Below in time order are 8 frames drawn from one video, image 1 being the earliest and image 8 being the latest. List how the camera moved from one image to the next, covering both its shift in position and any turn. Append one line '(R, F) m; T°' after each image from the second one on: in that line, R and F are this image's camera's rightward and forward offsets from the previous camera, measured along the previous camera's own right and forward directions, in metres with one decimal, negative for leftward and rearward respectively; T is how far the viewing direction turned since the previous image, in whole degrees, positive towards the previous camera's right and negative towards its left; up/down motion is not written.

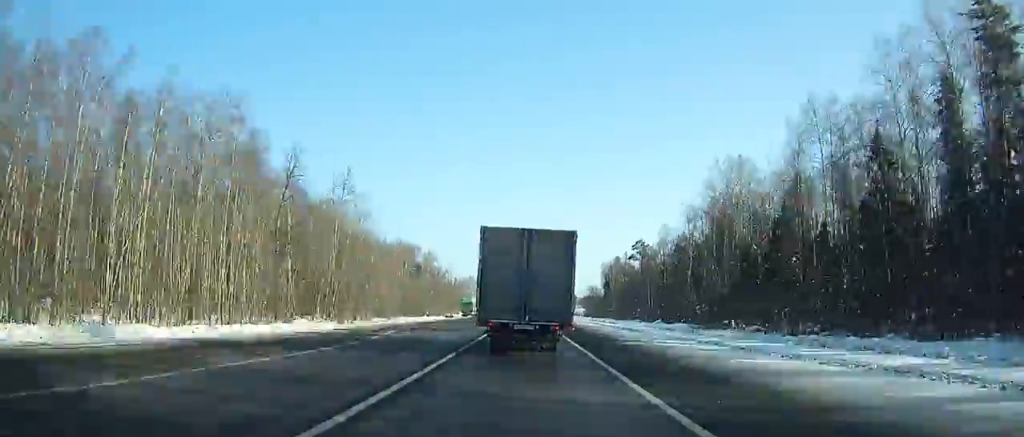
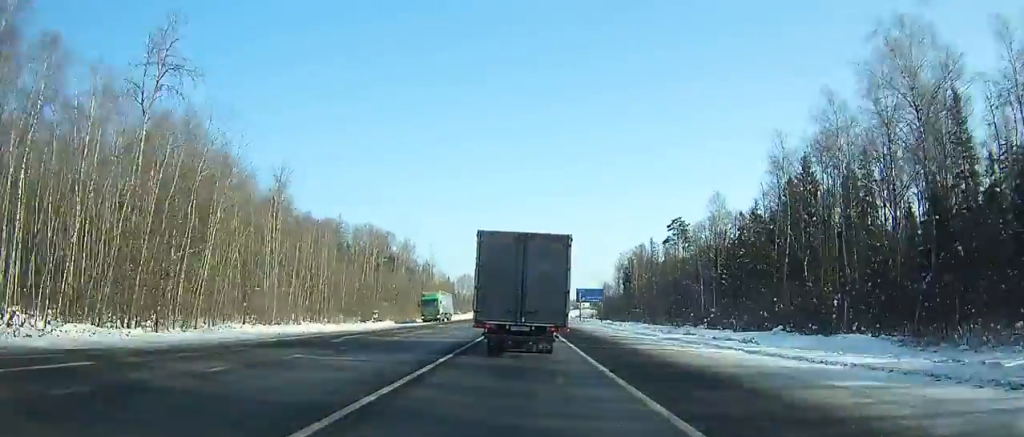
(-0.1, +46.4) m; 0°
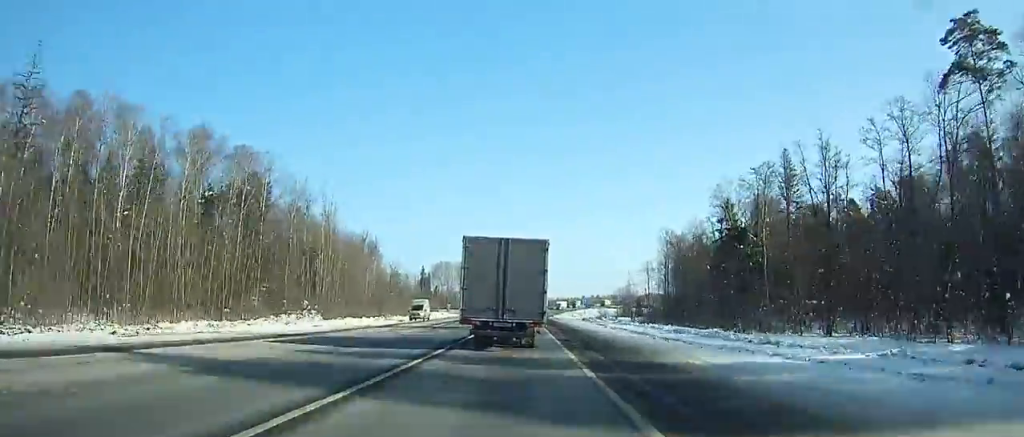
(+0.5, +99.4) m; 0°
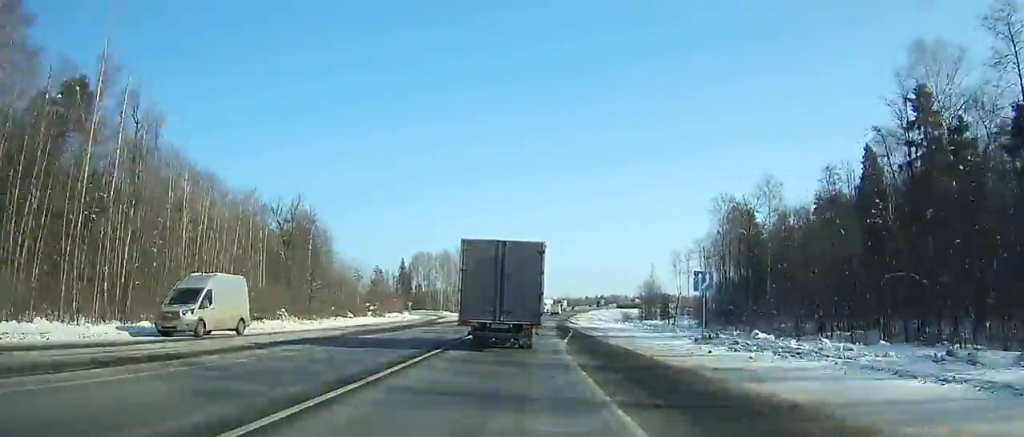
(0.0, +53.1) m; +1°
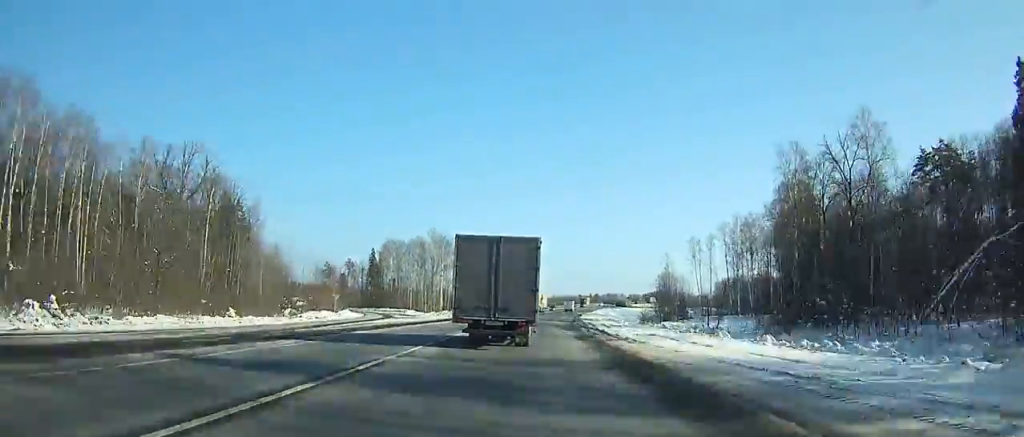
(-0.1, +37.6) m; +1°
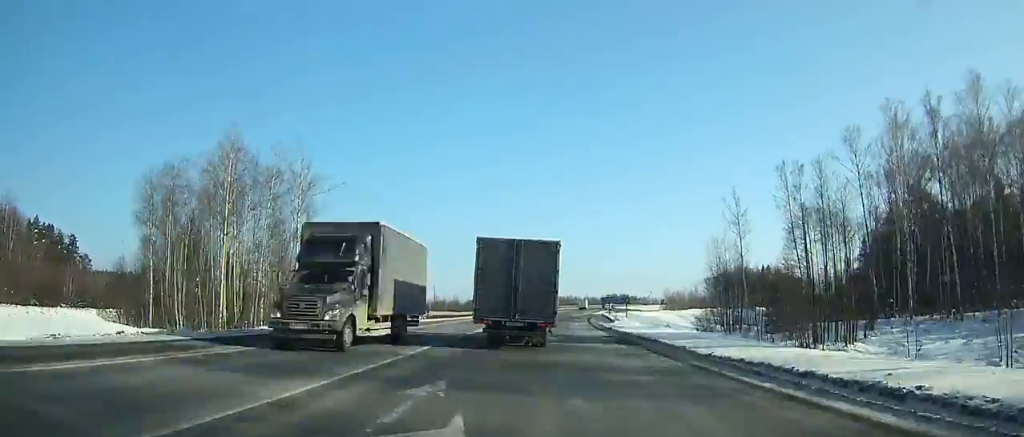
(+4.4, +102.8) m; +6°
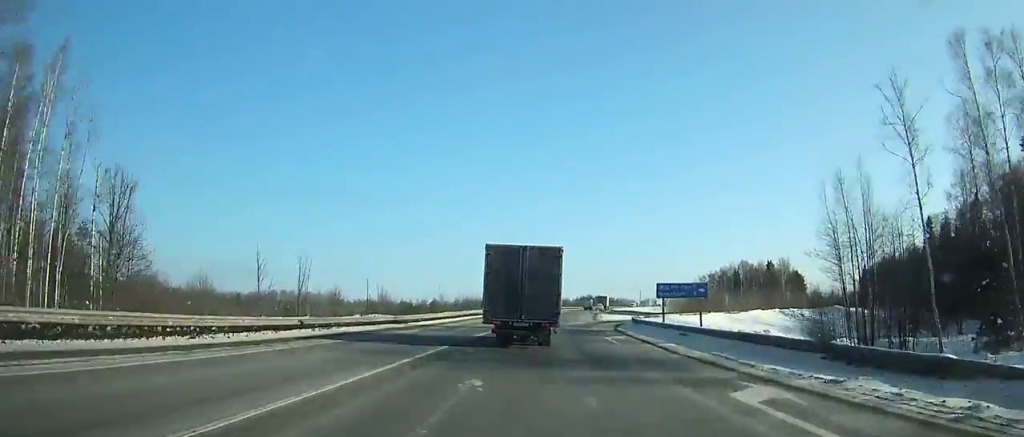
(+1.1, +49.6) m; +4°
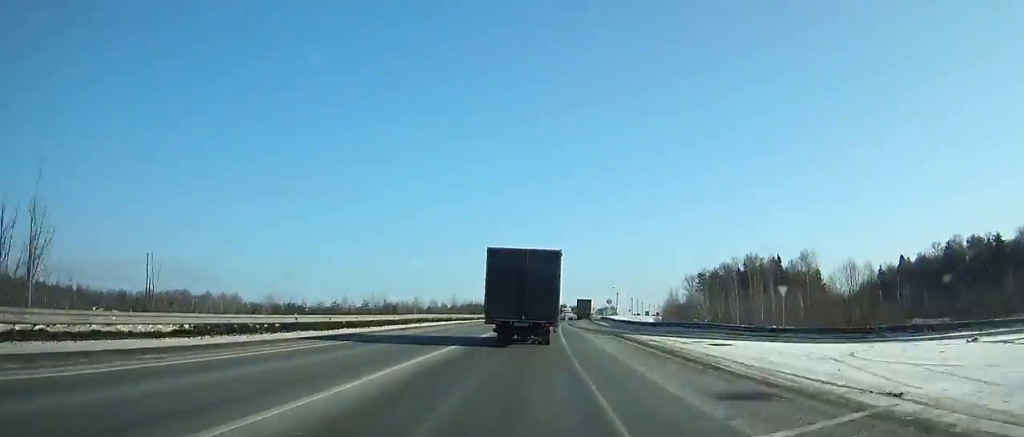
(+3.4, +69.2) m; +5°
